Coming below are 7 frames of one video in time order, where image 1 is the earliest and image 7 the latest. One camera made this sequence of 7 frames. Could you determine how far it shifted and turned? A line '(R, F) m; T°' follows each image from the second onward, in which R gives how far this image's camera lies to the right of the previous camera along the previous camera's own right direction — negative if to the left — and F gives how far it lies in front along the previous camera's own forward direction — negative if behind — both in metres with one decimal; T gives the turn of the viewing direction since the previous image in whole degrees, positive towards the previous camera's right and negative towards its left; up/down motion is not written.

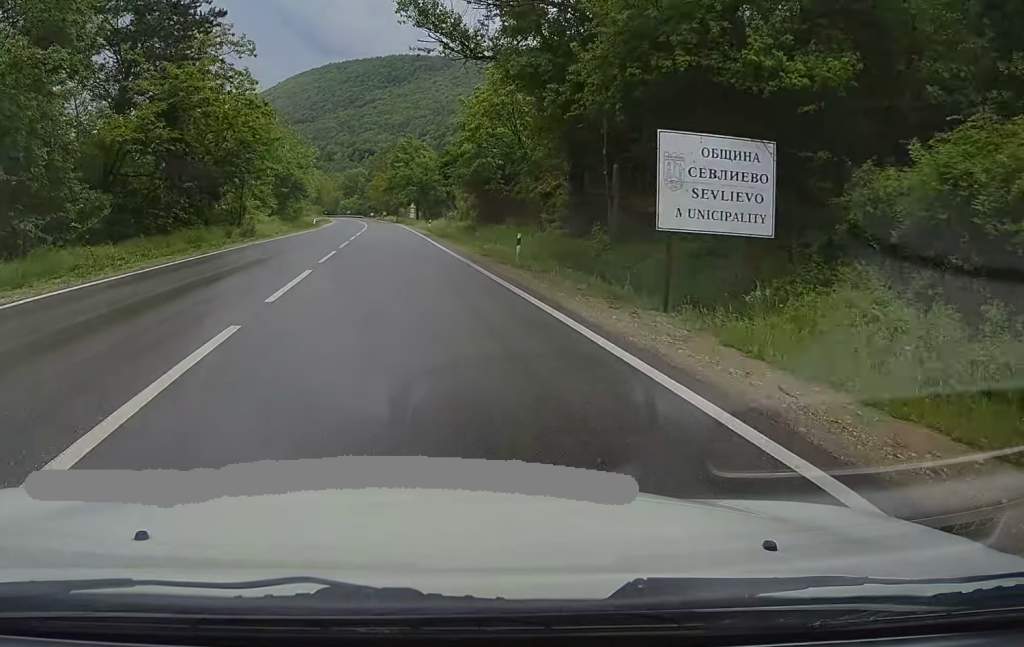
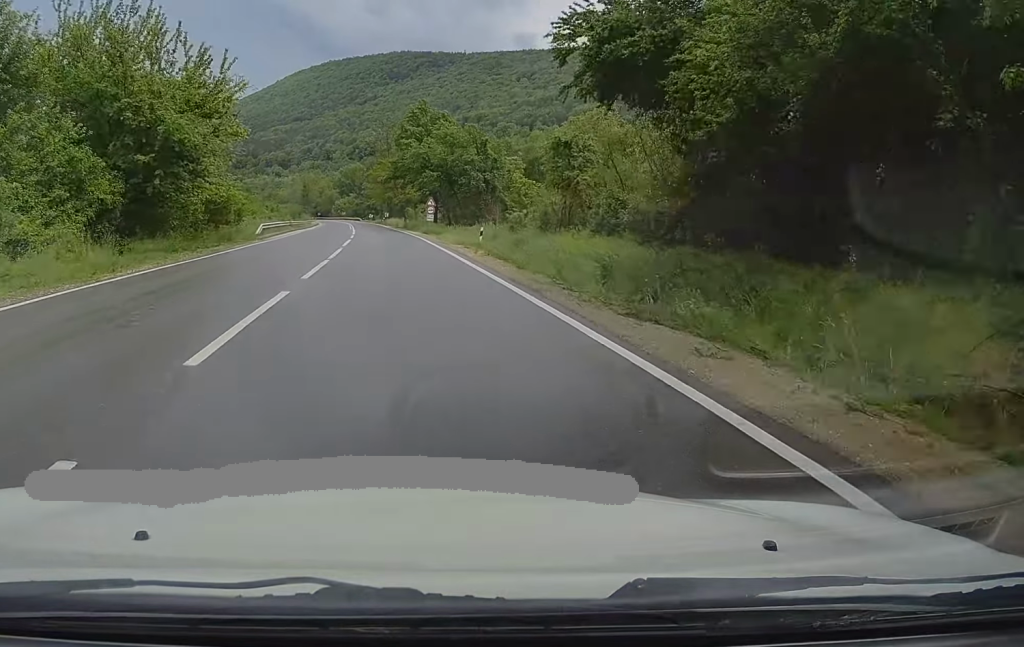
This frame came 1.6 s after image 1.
(+0.3, +40.6) m; +1°
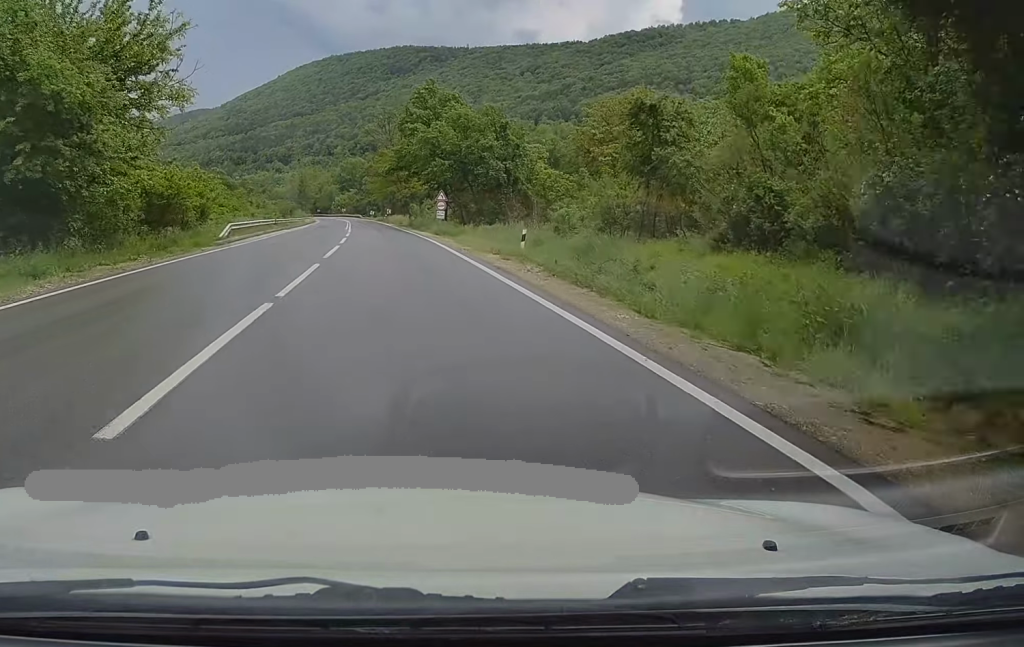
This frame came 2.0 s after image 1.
(0.0, +11.0) m; 0°
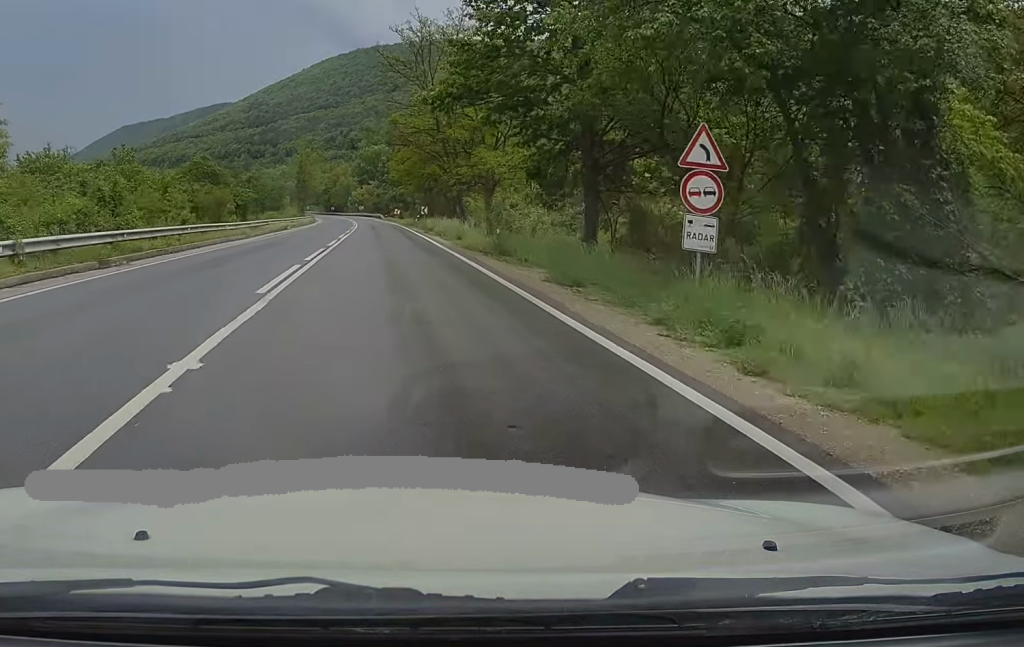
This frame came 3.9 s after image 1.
(-0.8, +46.4) m; -2°
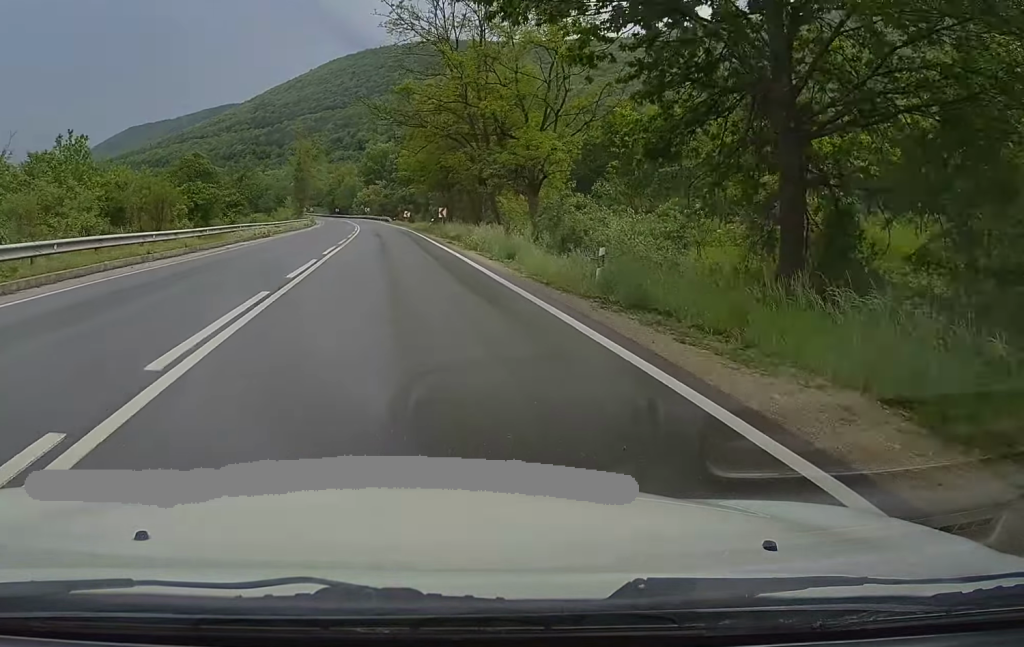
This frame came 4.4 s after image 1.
(0.0, +13.4) m; -1°
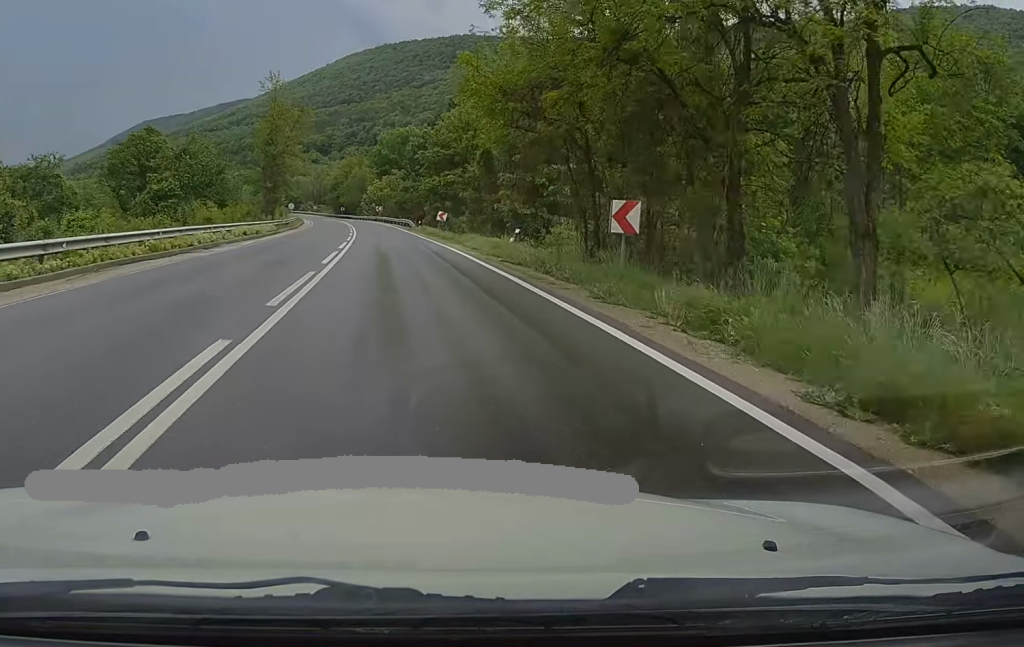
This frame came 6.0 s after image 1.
(-0.5, +40.1) m; -1°
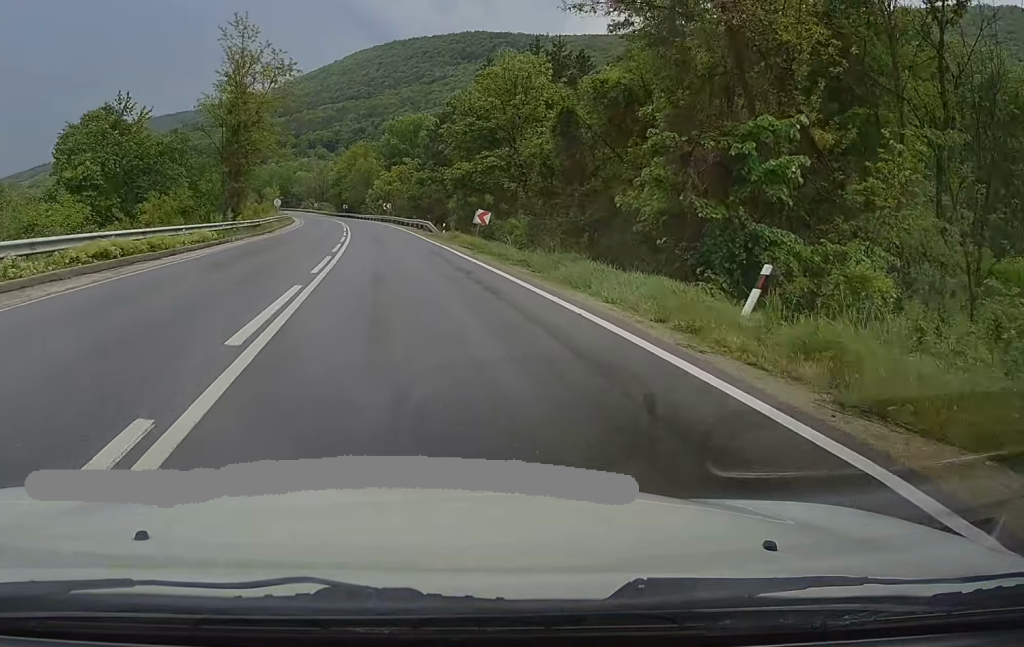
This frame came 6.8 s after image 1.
(-0.1, +20.7) m; -1°
